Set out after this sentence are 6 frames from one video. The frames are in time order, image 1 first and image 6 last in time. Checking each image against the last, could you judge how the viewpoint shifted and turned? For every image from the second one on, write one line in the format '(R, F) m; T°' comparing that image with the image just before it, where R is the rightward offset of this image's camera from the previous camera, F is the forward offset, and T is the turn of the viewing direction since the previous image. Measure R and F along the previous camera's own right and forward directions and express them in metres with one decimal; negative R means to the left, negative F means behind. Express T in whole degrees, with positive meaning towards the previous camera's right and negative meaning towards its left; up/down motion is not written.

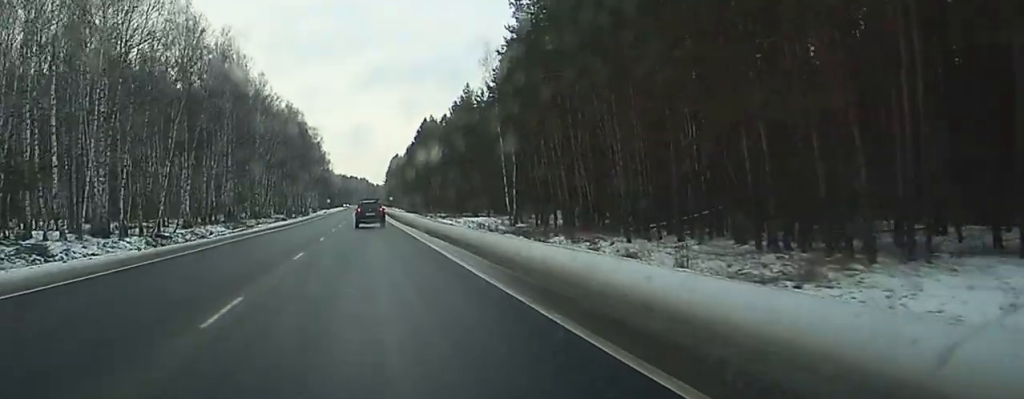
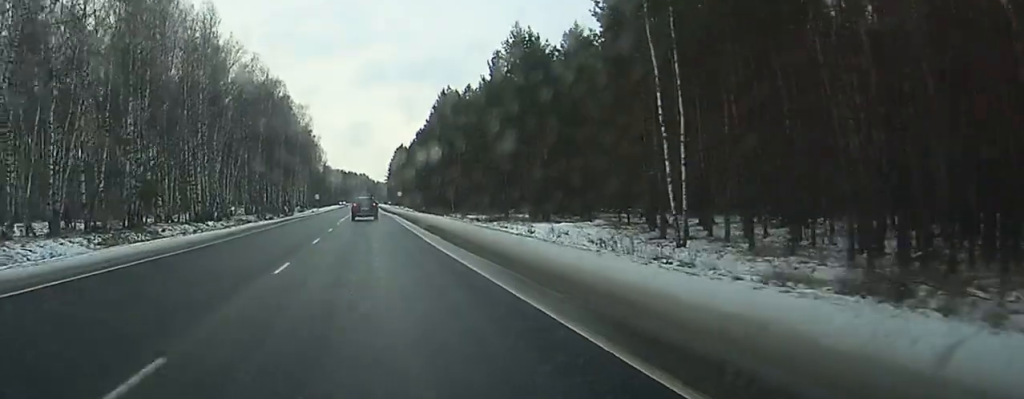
(0.0, +53.1) m; 0°
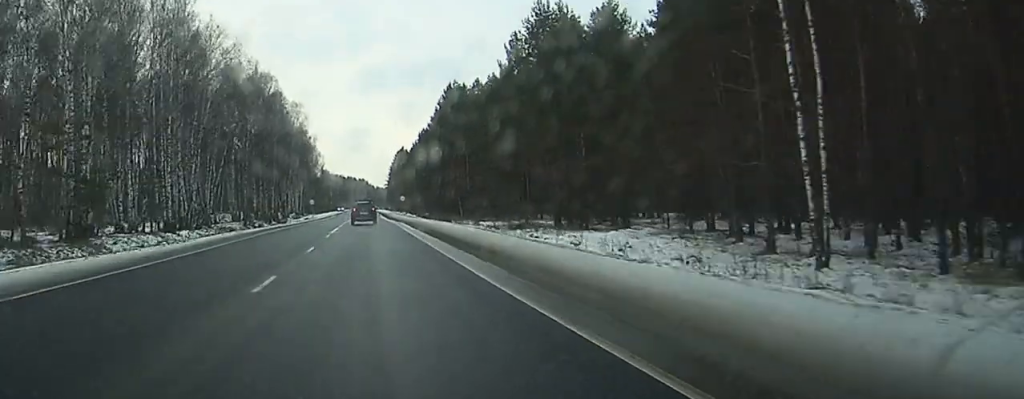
(0.0, +14.7) m; 0°
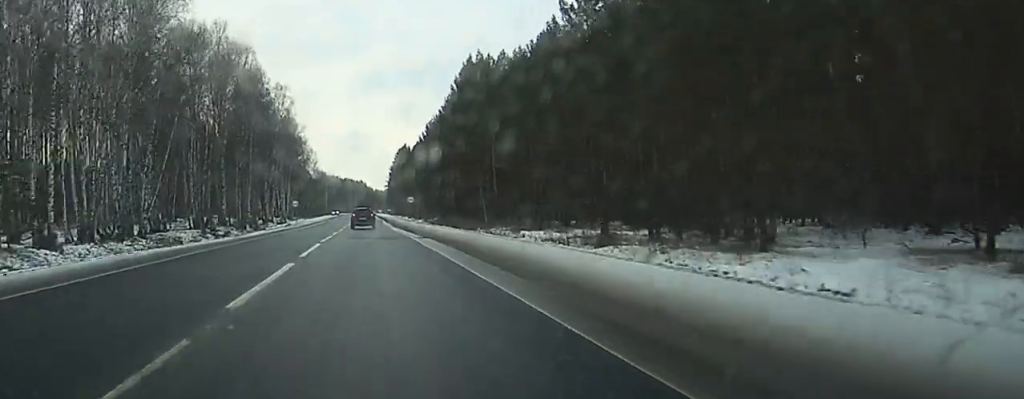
(+0.2, +32.1) m; 0°
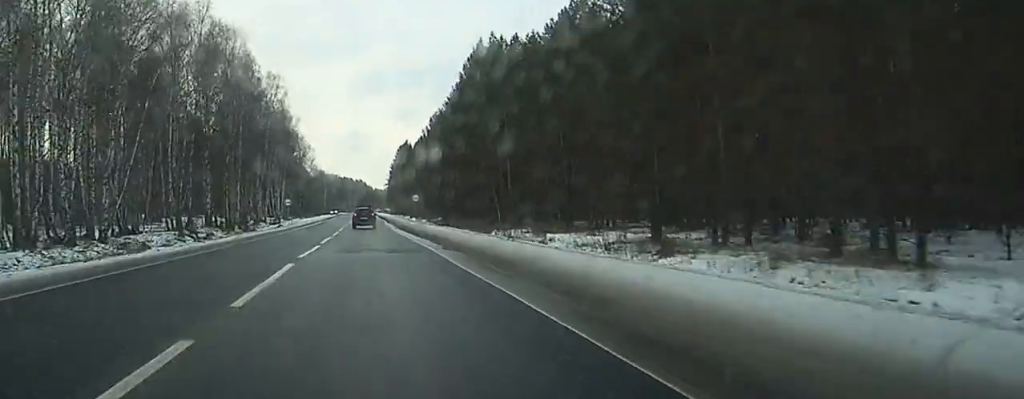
(0.0, +11.9) m; 0°
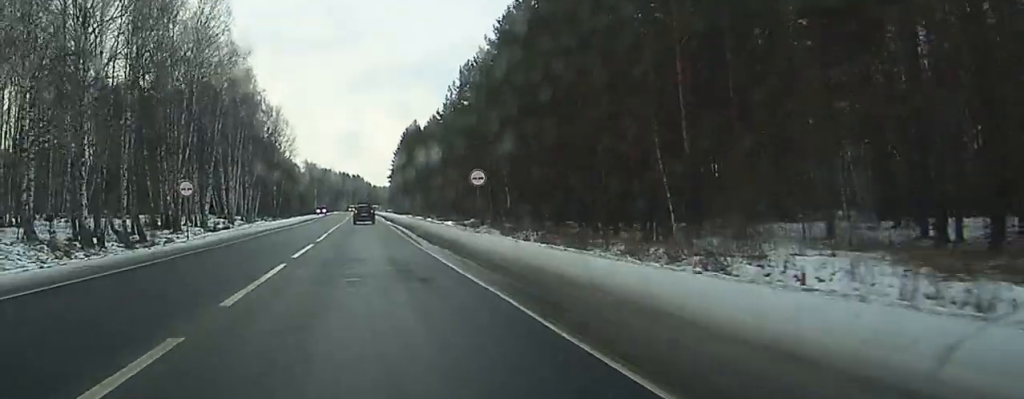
(-0.5, +59.5) m; -1°
